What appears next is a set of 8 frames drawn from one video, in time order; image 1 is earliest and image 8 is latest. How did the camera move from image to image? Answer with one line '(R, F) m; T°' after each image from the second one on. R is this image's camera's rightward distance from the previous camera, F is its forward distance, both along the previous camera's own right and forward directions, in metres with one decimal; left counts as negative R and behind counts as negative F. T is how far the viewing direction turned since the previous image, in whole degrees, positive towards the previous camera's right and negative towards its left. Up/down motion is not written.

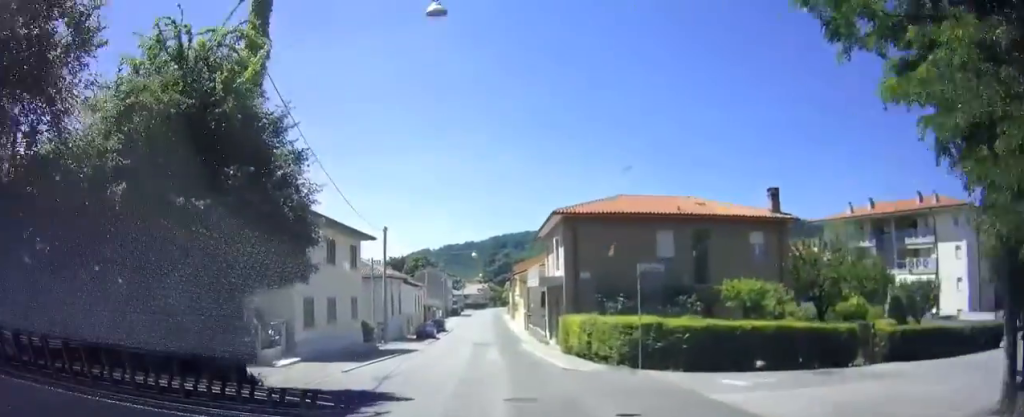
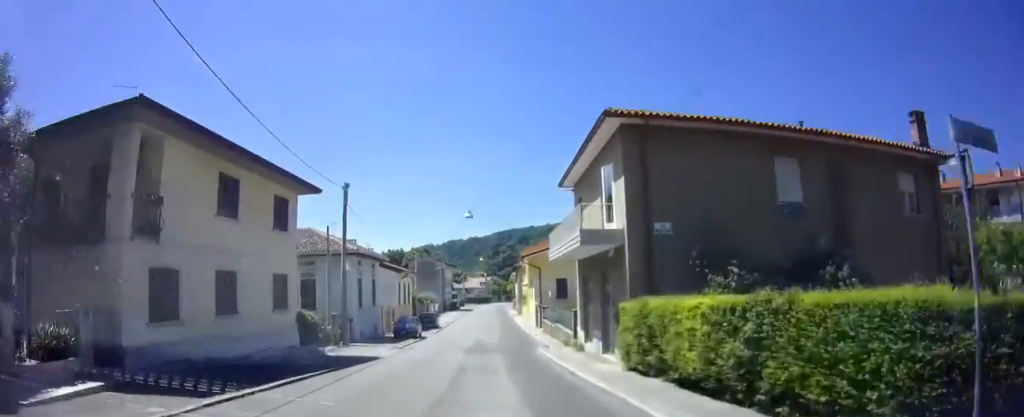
(-0.2, +11.8) m; -2°
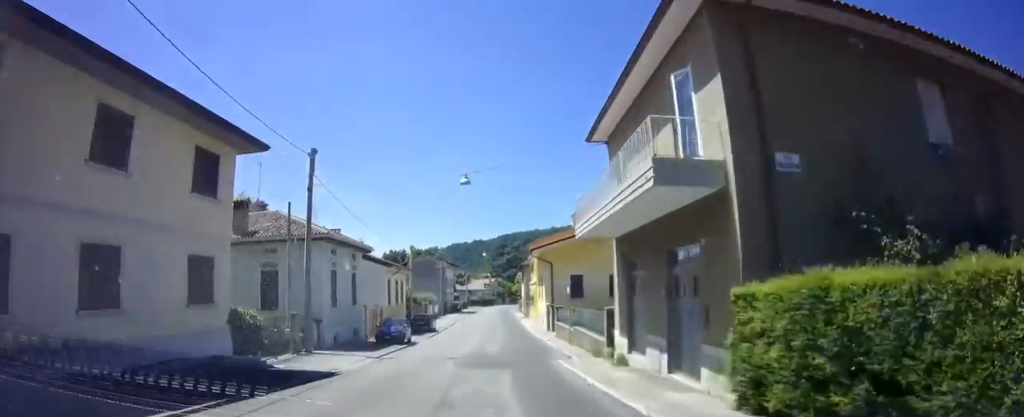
(-0.1, +6.3) m; -1°
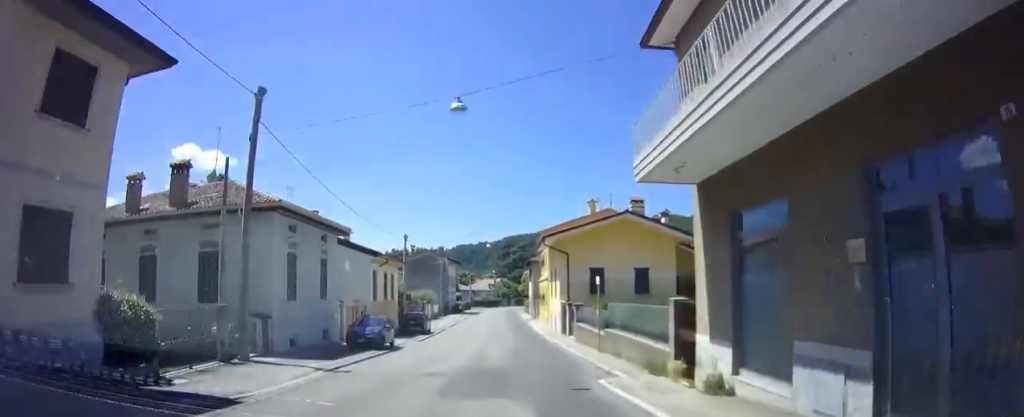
(0.0, +6.4) m; 0°
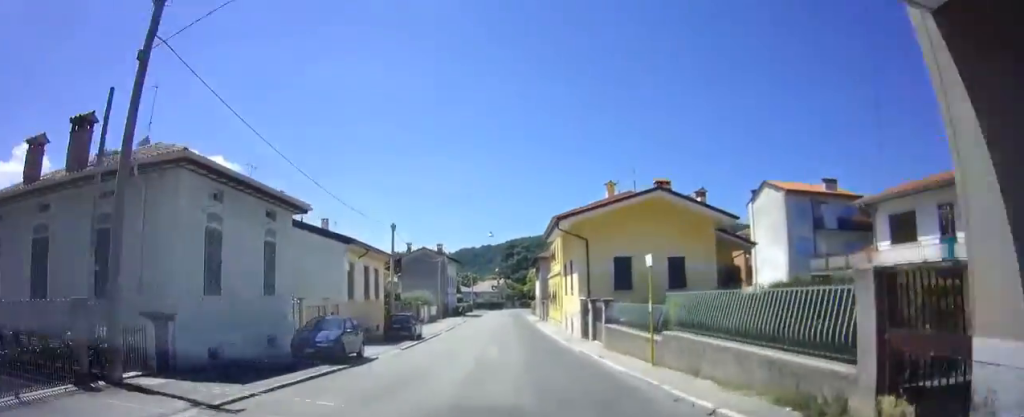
(0.0, +6.4) m; 0°
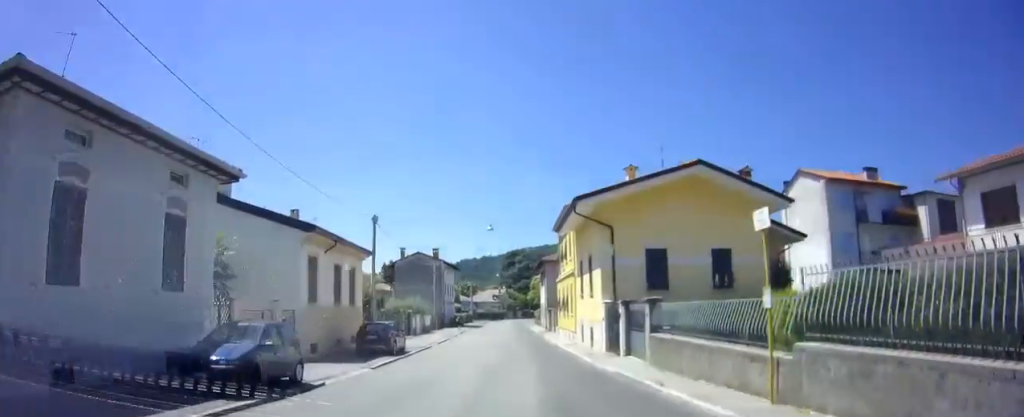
(0.0, +6.1) m; 0°
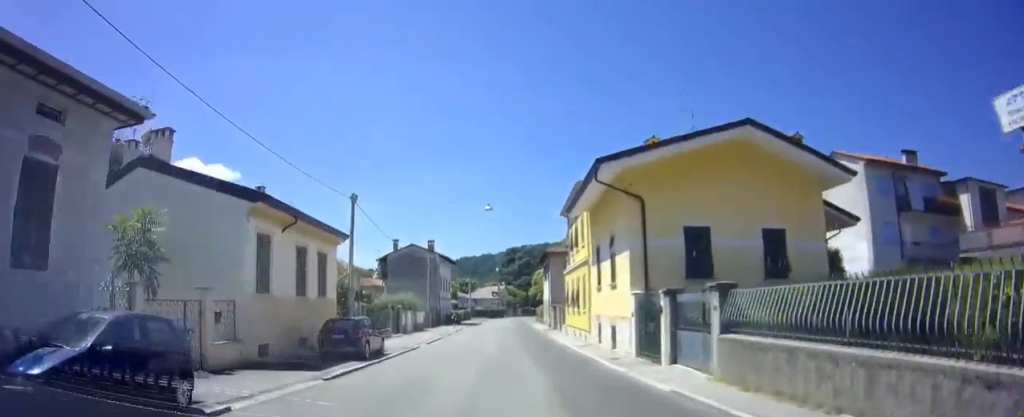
(0.0, +5.7) m; 0°
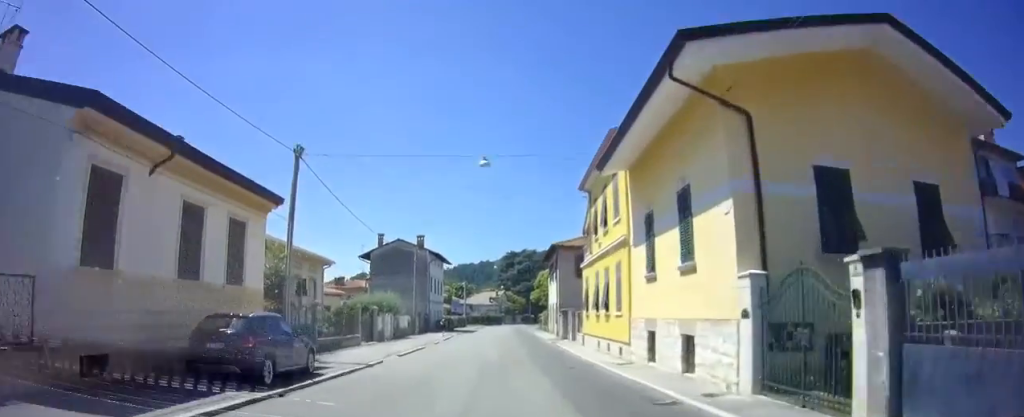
(0.0, +7.7) m; 0°
